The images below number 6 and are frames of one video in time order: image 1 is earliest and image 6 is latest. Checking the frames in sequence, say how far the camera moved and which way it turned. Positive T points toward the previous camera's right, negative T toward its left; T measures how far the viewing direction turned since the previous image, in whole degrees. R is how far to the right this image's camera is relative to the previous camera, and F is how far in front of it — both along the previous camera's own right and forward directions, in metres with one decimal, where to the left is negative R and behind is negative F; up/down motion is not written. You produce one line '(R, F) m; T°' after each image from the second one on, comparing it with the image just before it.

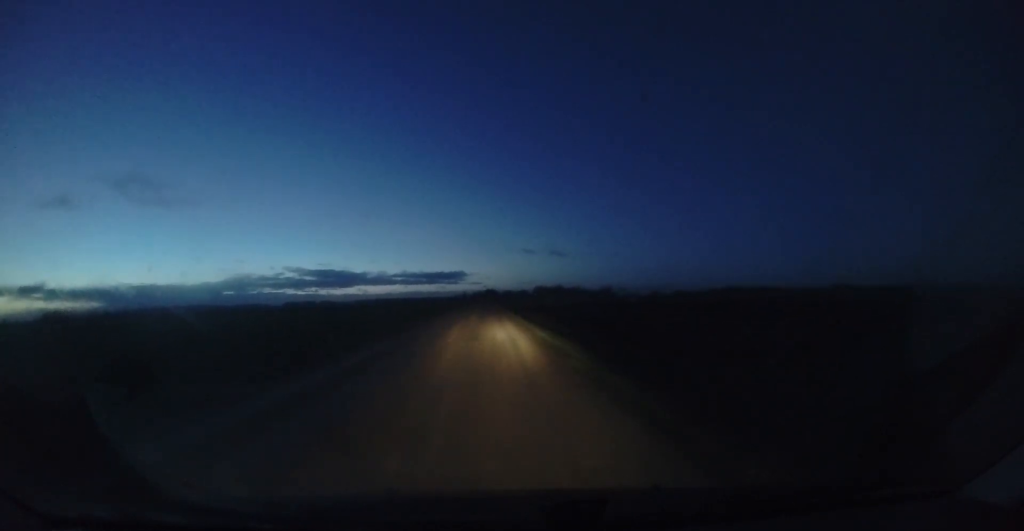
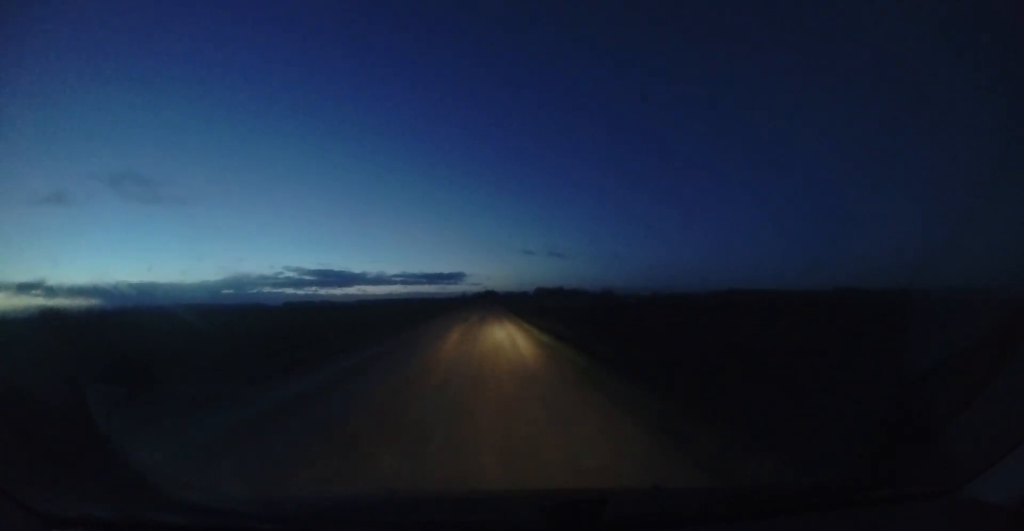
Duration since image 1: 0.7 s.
(0.0, +12.1) m; 0°
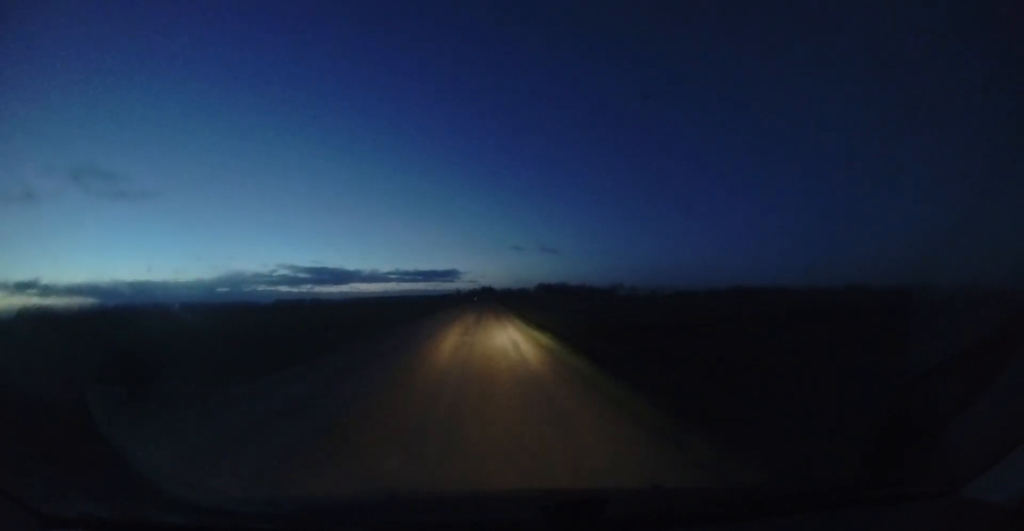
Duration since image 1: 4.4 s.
(-0.7, +64.2) m; -1°
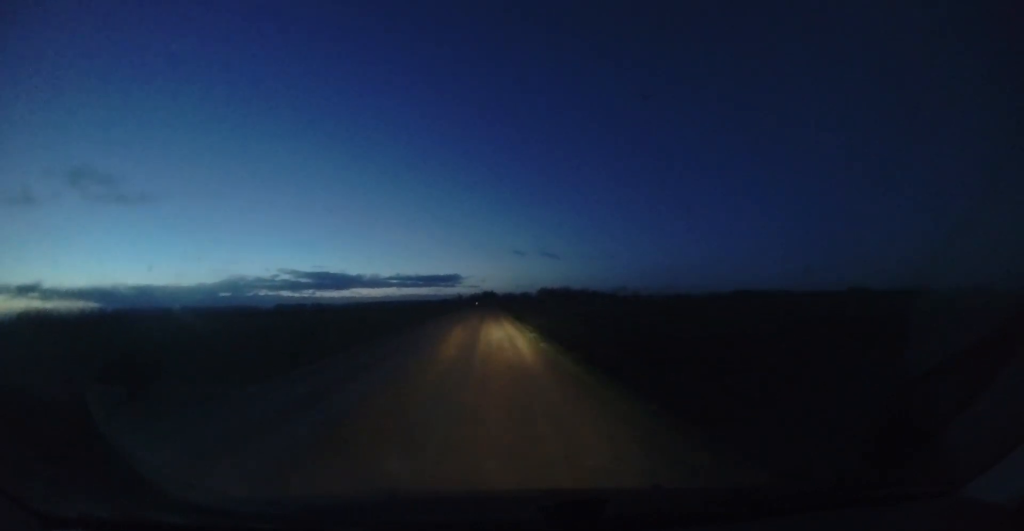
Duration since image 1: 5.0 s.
(+0.2, +10.3) m; +1°
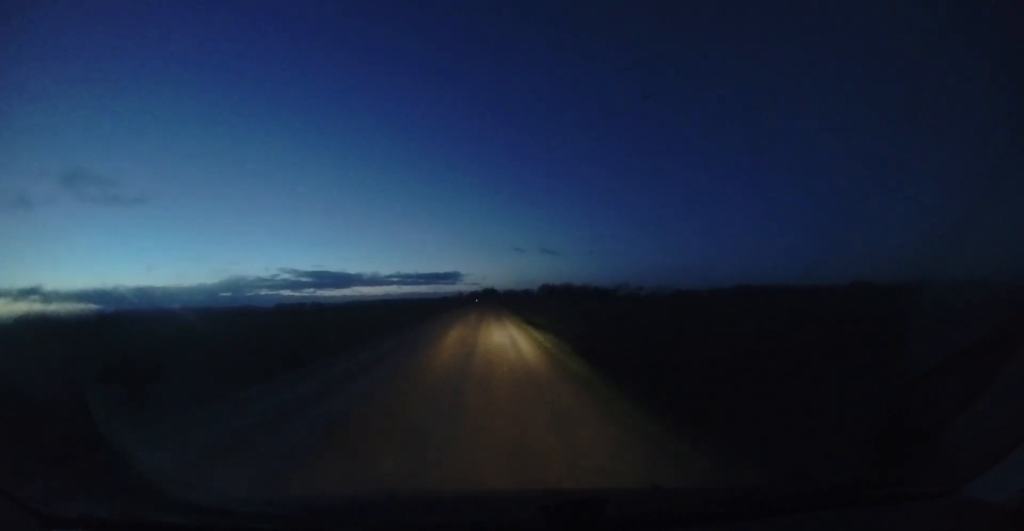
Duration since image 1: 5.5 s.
(0.0, +8.6) m; 0°
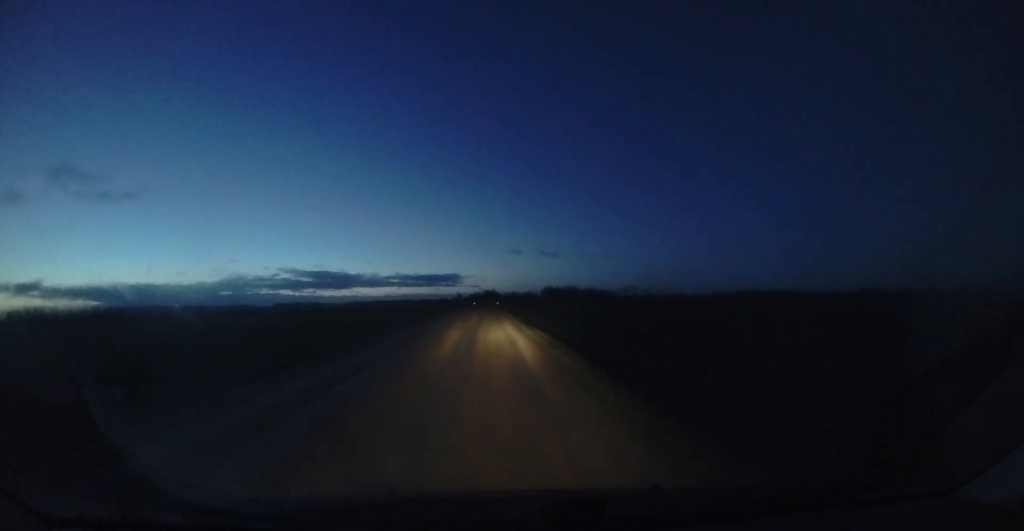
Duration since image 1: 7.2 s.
(-0.1, +29.1) m; -1°
